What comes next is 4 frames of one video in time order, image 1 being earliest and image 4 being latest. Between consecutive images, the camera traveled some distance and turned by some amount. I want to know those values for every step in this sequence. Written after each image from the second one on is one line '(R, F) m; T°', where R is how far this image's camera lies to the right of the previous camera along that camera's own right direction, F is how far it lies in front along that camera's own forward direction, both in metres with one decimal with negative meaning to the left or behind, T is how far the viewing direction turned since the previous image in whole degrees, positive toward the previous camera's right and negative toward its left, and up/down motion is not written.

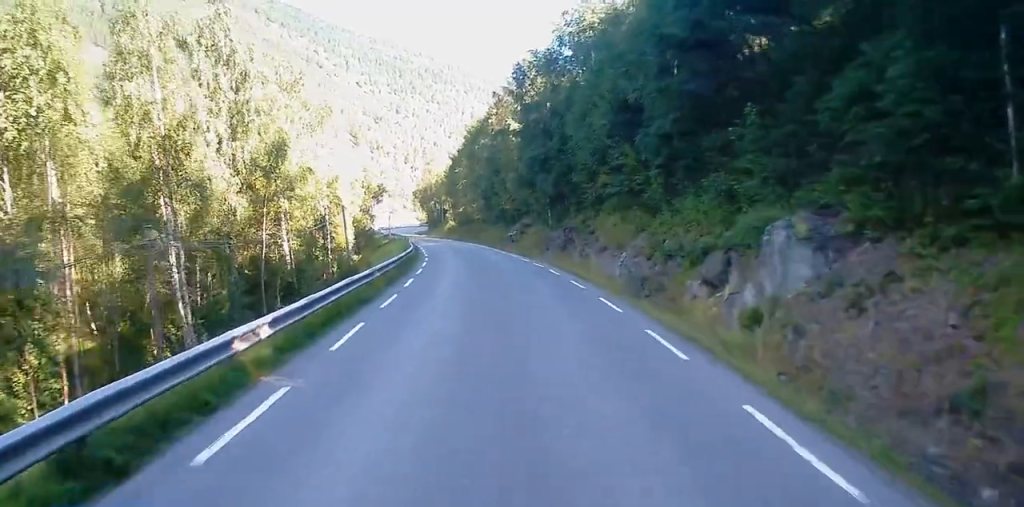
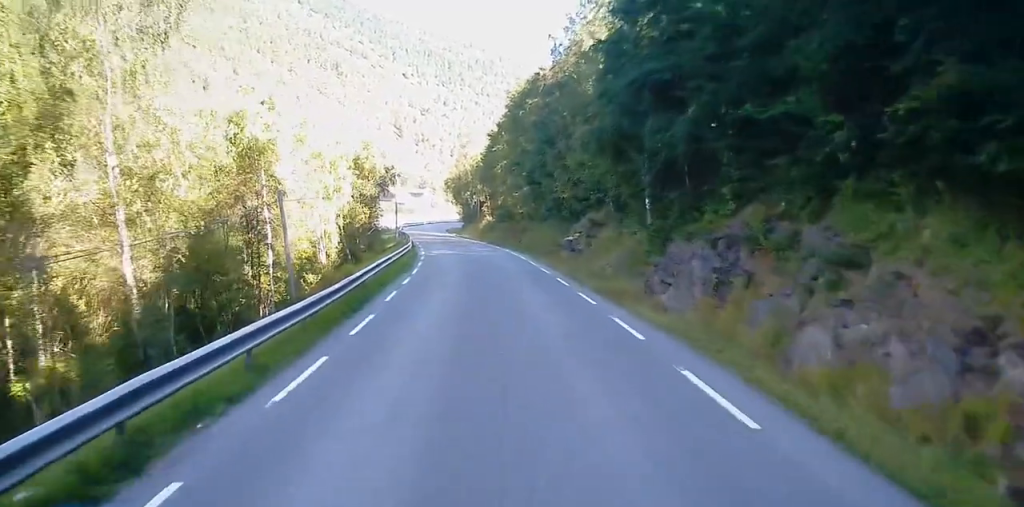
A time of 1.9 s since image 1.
(-0.4, +27.3) m; -3°
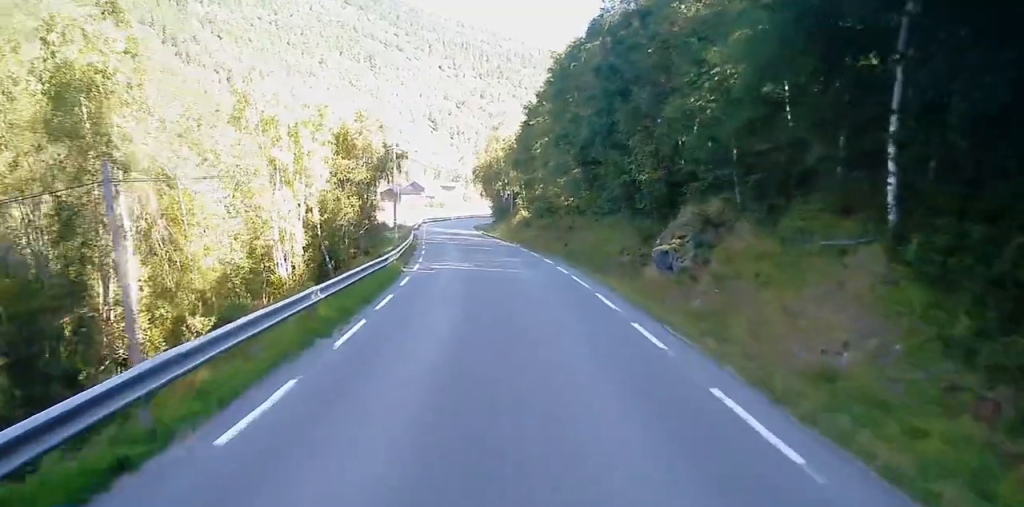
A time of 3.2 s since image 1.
(-0.5, +18.6) m; -3°
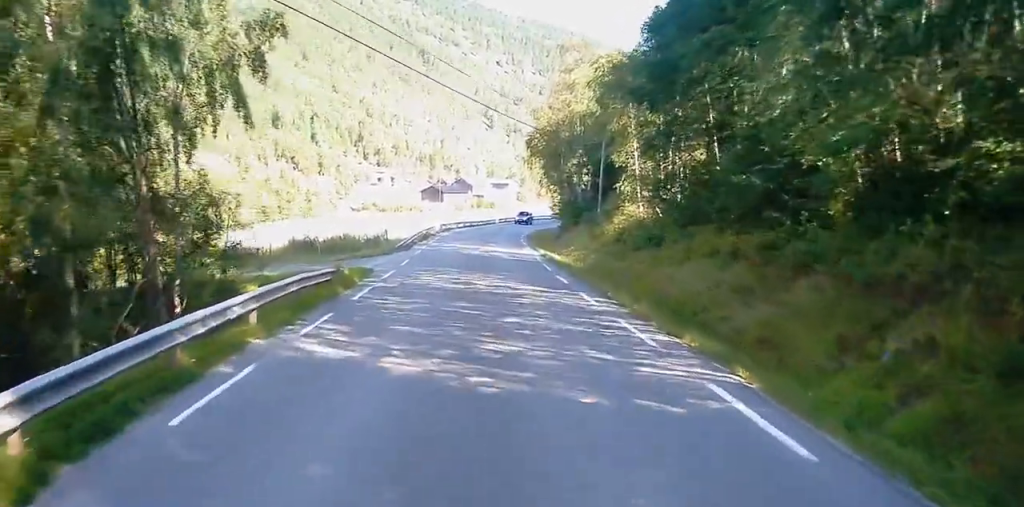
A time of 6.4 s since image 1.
(+1.3, +45.4) m; -1°
